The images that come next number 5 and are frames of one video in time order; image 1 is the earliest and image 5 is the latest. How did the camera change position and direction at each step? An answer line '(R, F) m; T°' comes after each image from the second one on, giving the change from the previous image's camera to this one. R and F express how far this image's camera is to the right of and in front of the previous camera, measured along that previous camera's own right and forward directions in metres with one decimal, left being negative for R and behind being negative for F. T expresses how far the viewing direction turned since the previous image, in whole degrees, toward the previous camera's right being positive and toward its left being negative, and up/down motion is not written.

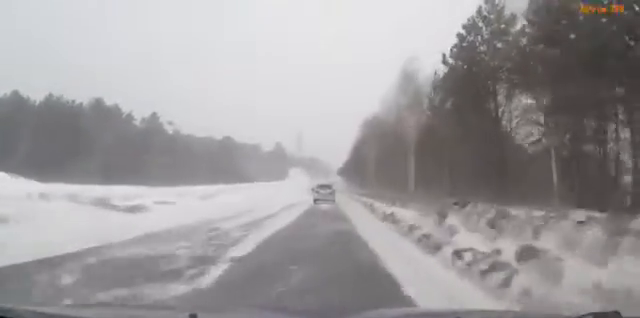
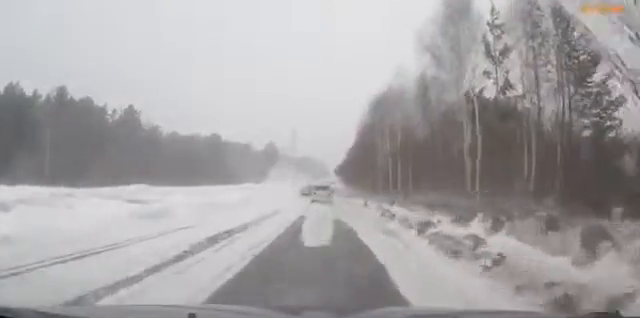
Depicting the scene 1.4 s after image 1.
(0.0, +19.7) m; 0°
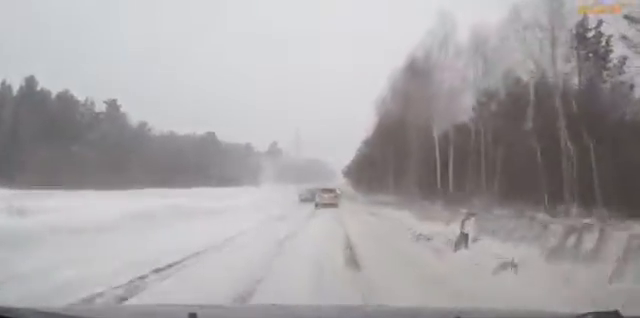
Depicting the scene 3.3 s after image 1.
(0.0, +16.4) m; -1°
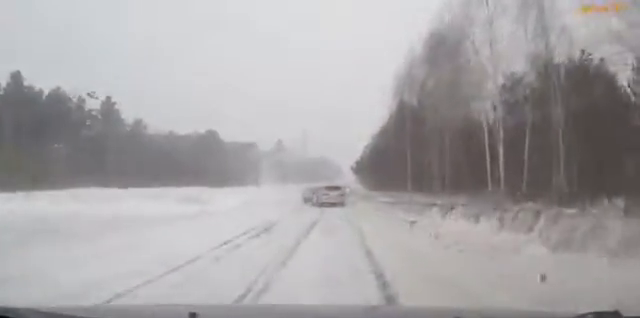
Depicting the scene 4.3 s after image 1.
(-0.1, +7.0) m; -1°
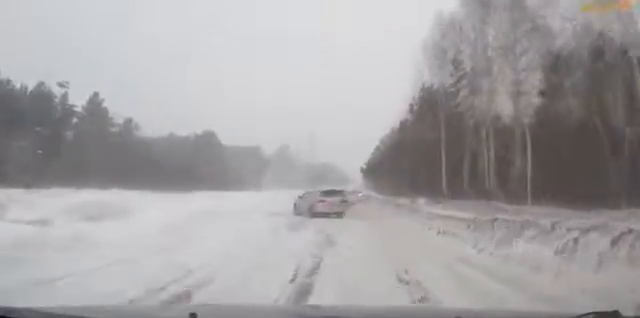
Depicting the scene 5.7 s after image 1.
(0.0, +10.2) m; 0°
